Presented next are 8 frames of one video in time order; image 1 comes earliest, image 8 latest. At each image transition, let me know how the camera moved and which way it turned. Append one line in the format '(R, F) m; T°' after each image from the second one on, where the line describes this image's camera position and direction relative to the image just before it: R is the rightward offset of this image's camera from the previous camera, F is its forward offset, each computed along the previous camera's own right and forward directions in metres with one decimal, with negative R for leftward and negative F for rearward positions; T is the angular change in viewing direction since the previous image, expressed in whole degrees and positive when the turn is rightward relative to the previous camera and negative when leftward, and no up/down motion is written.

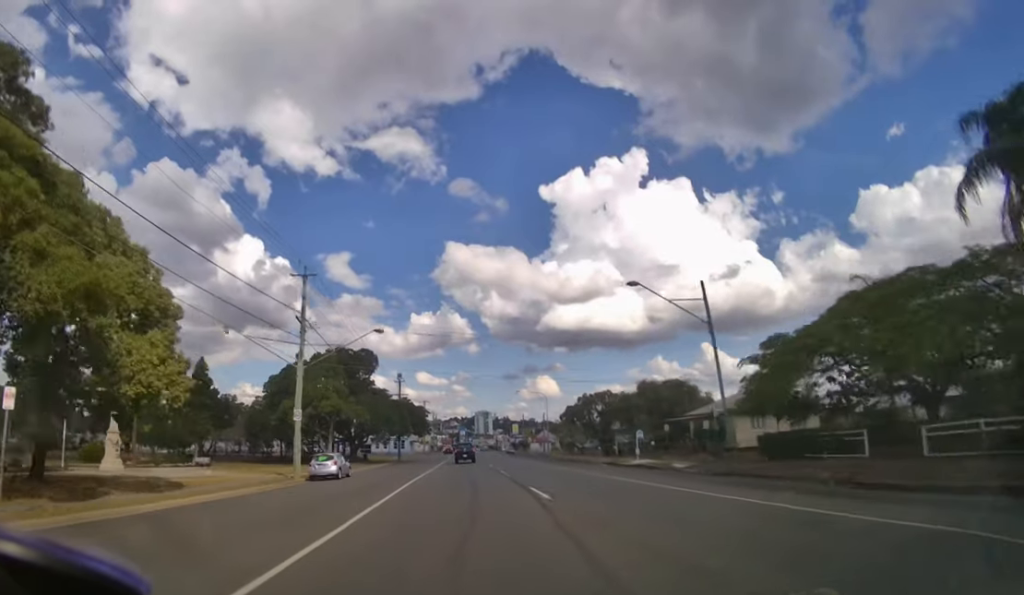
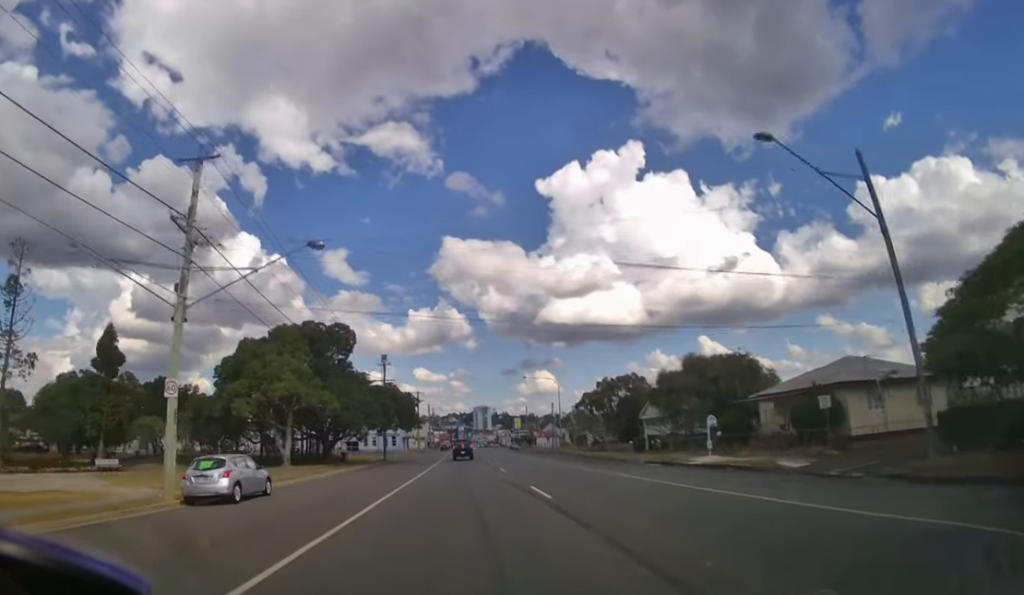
(0.0, +13.1) m; 0°
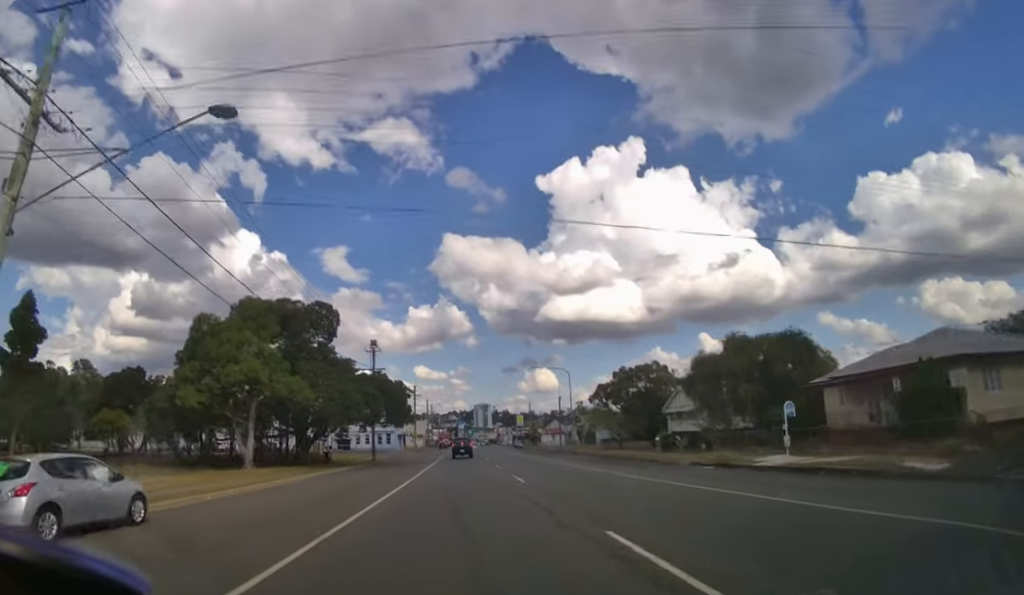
(0.0, +7.1) m; 0°
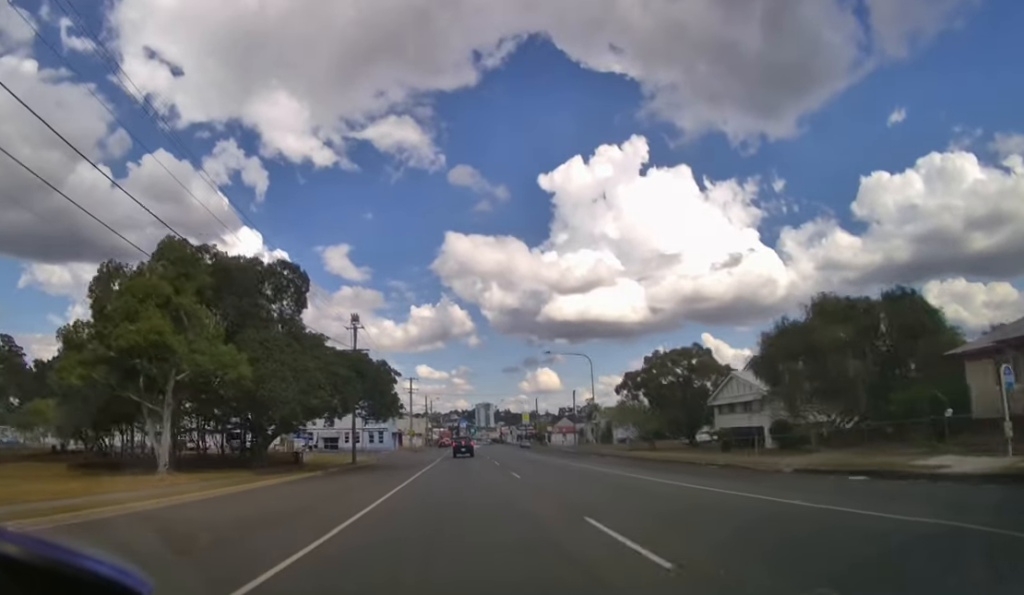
(0.0, +10.1) m; 0°
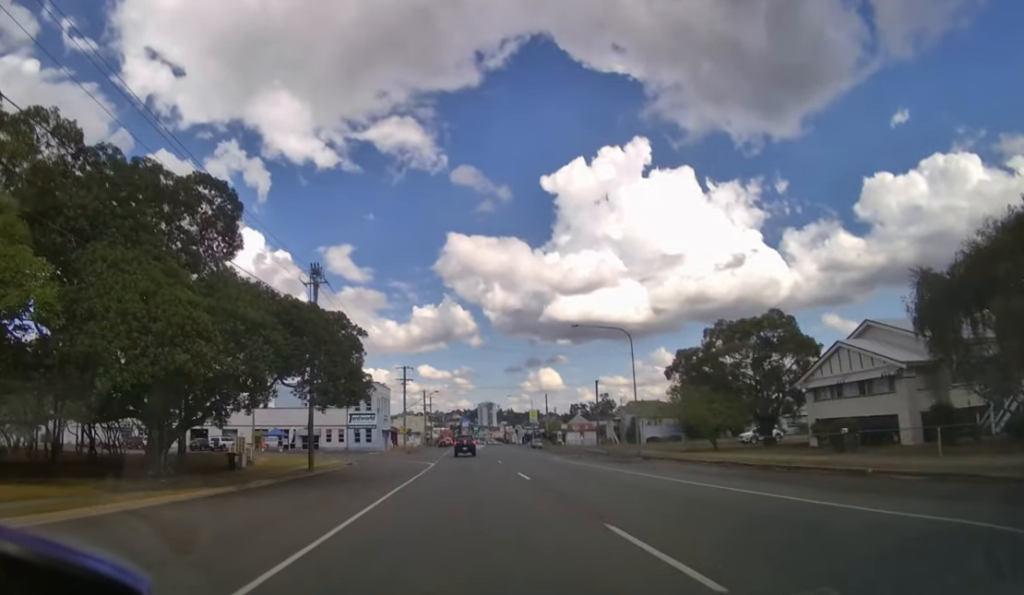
(0.0, +11.8) m; 0°
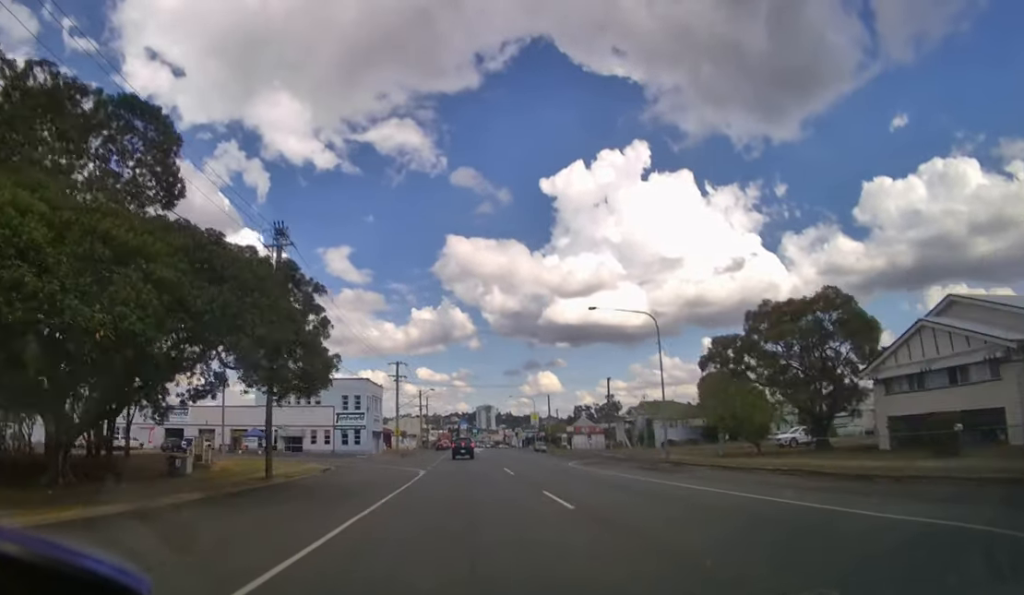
(0.0, +5.7) m; 0°
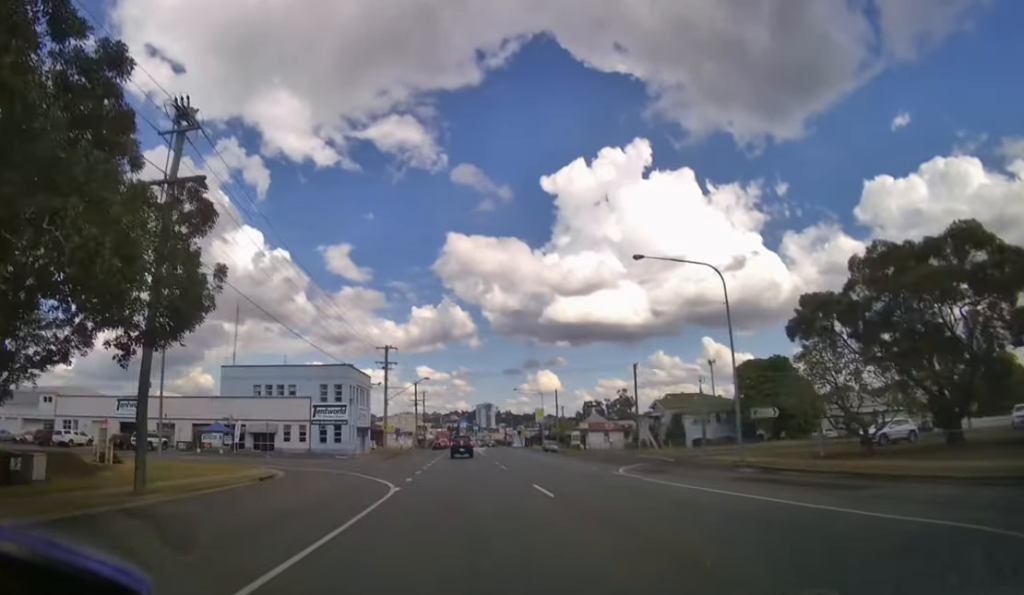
(0.0, +8.7) m; 0°
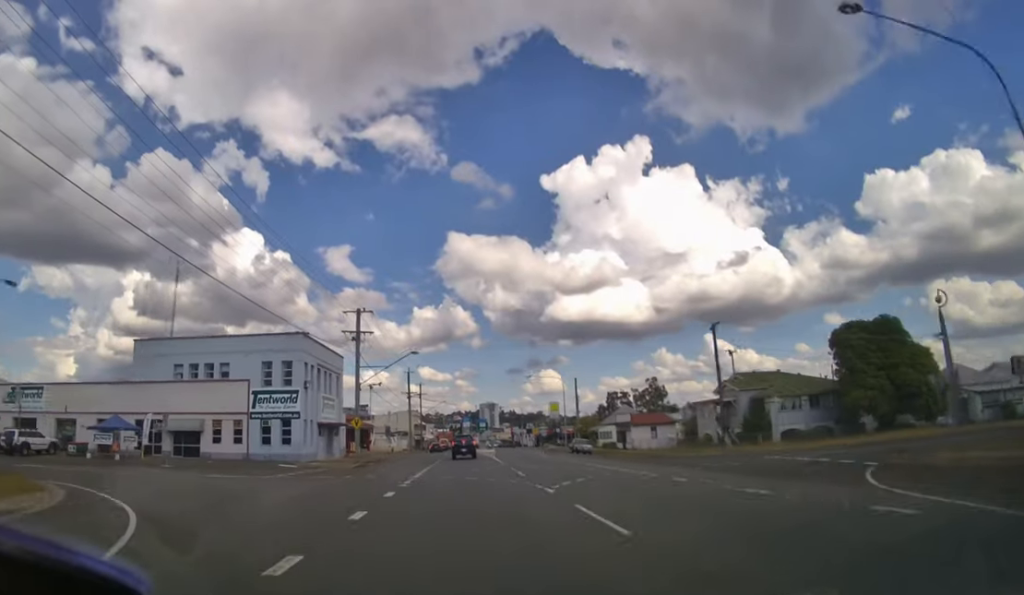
(0.0, +17.5) m; 0°
